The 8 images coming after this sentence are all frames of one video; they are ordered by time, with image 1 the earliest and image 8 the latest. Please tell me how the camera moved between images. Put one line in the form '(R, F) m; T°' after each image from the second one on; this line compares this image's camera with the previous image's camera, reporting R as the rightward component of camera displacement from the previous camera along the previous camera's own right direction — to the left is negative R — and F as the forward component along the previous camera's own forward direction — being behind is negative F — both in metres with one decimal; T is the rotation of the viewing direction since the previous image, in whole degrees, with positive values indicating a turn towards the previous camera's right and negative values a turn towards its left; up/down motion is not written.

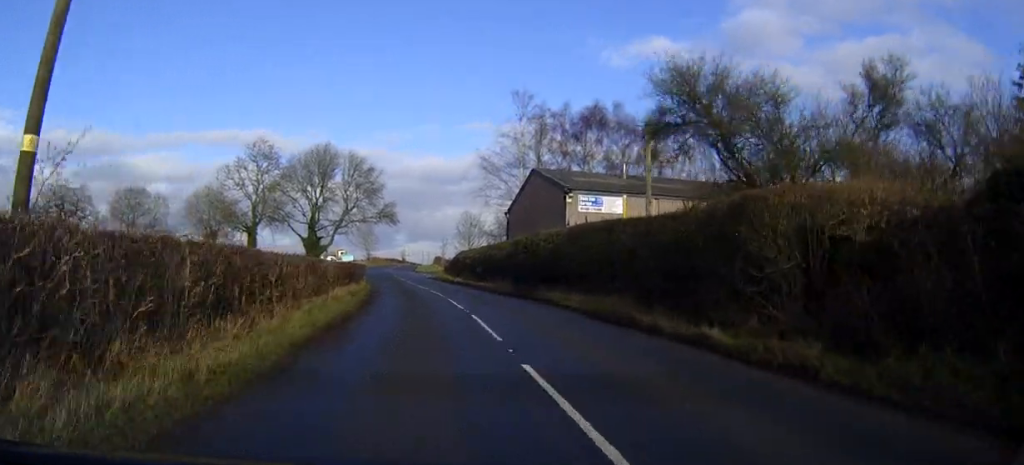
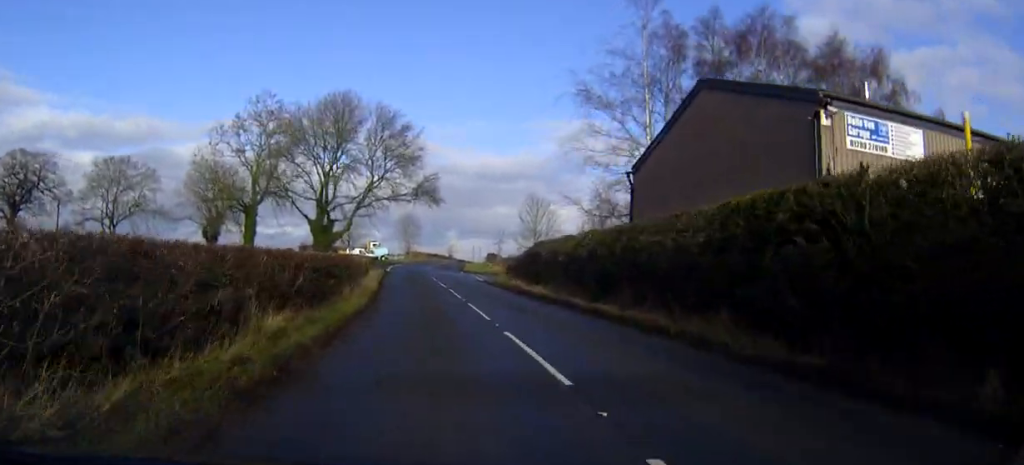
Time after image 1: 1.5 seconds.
(-0.5, +22.5) m; -1°
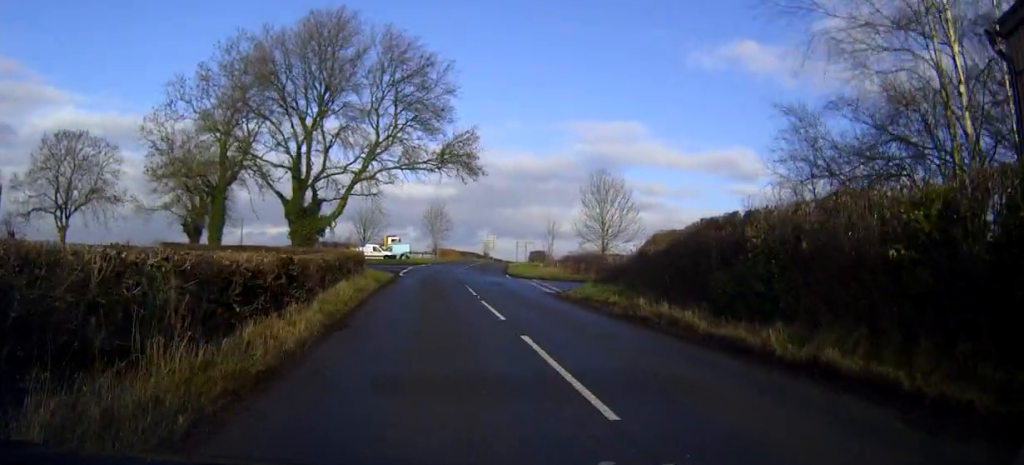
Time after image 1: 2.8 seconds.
(-0.5, +20.5) m; -4°
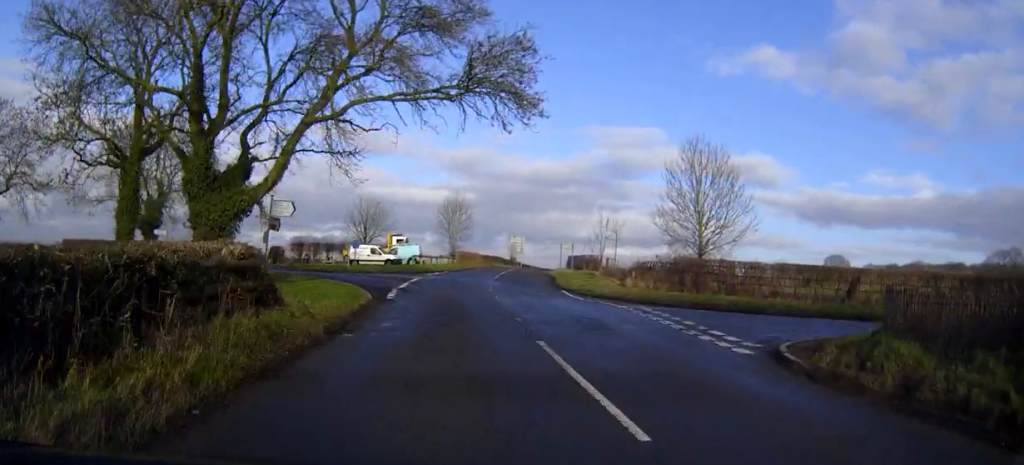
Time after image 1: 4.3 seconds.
(-0.9, +20.2) m; -3°
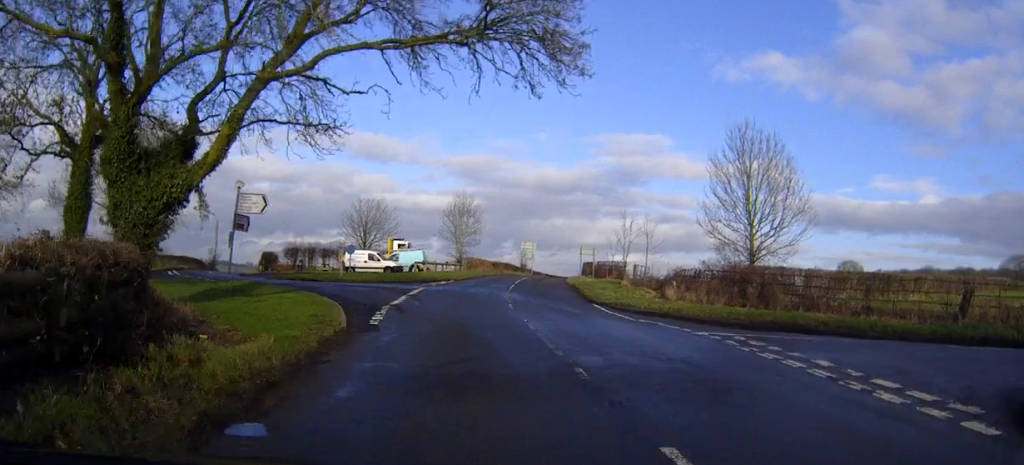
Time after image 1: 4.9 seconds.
(0.0, +6.7) m; 0°
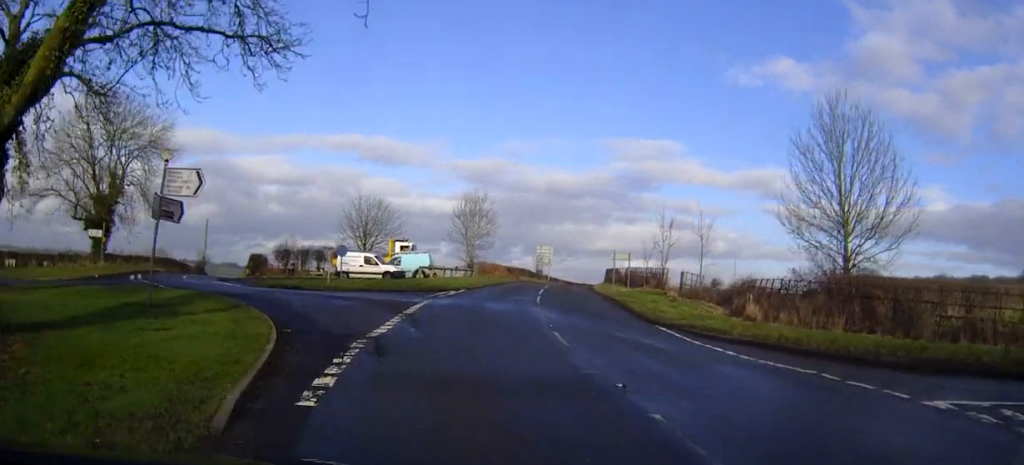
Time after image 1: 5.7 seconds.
(0.0, +8.7) m; 0°
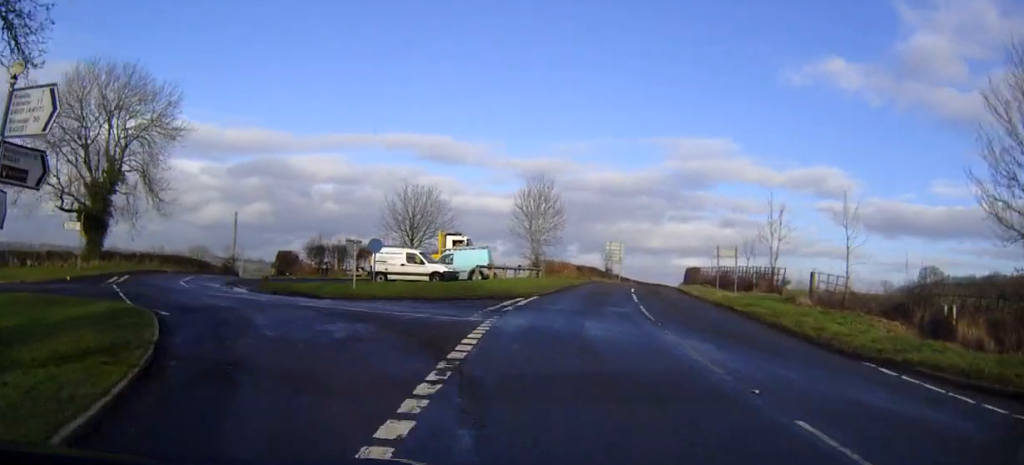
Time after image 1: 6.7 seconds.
(-0.1, +9.6) m; -5°
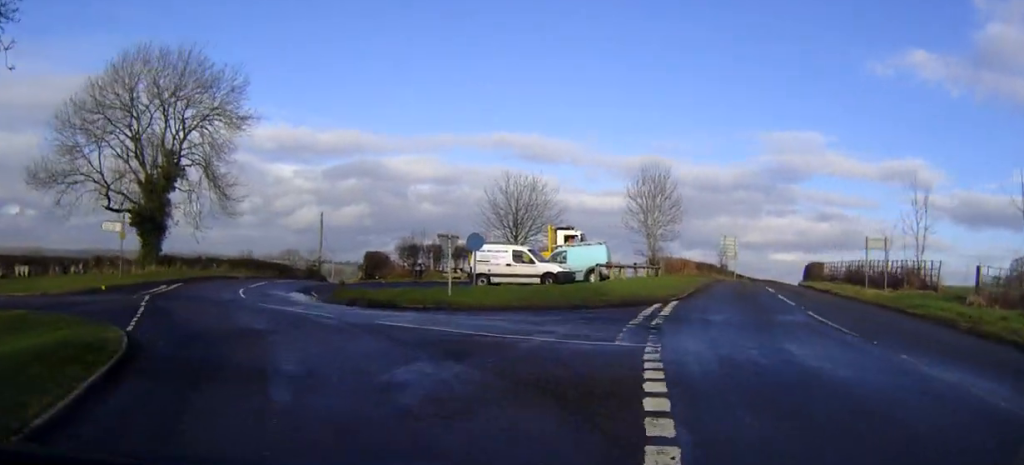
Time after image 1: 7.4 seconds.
(0.0, +5.2) m; -10°
